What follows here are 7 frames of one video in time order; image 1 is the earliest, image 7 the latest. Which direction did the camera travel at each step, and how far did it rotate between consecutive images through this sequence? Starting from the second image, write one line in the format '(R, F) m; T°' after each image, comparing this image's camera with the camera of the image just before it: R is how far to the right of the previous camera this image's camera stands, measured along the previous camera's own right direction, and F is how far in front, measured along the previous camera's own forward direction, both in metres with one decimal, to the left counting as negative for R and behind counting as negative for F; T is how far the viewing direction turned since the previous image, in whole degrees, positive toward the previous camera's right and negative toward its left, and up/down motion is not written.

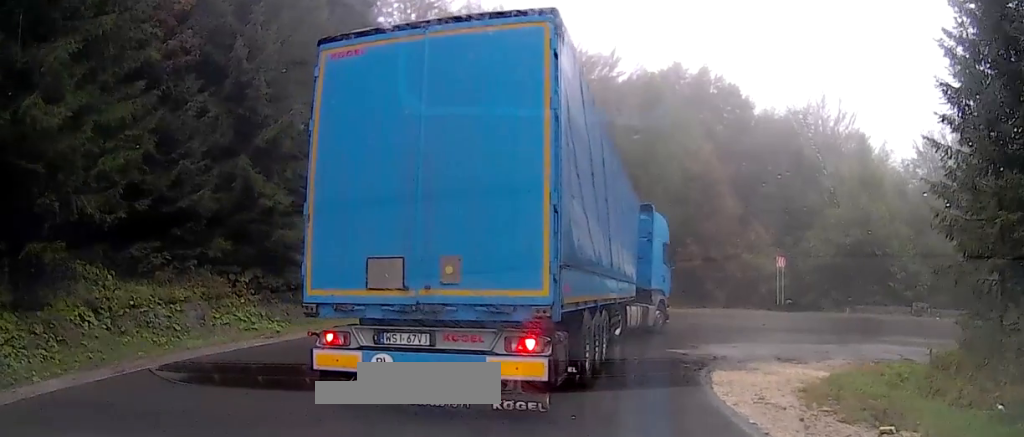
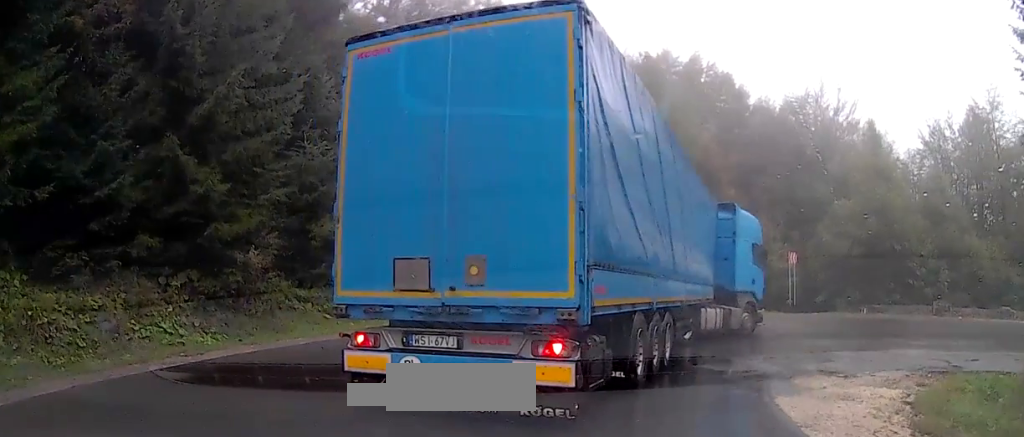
(+0.5, +3.0) m; +11°
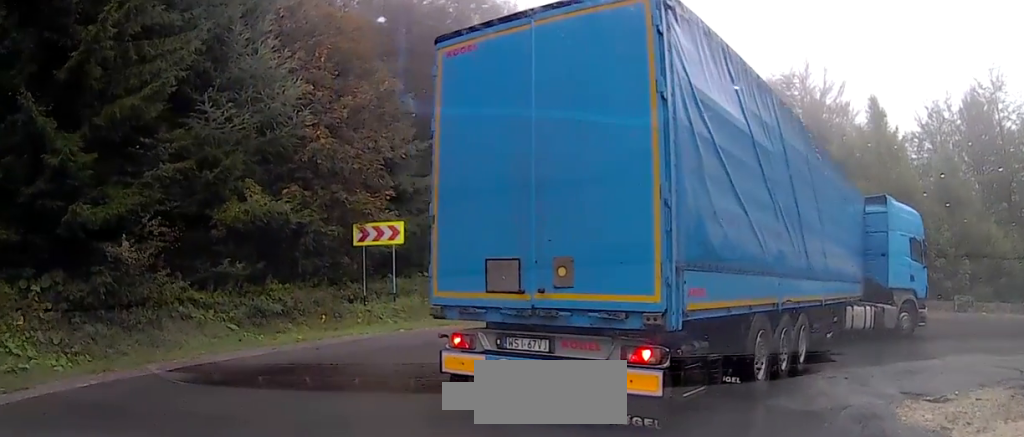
(+0.4, +4.7) m; +10°
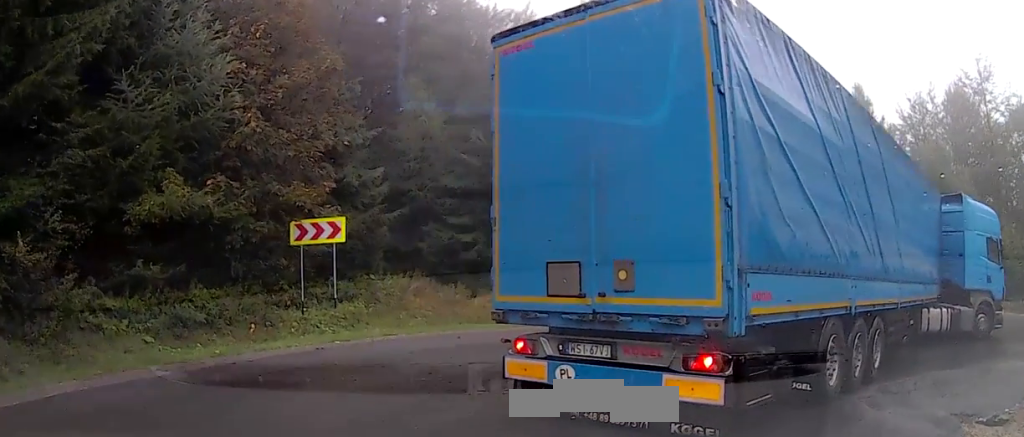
(+0.2, +2.8) m; +10°
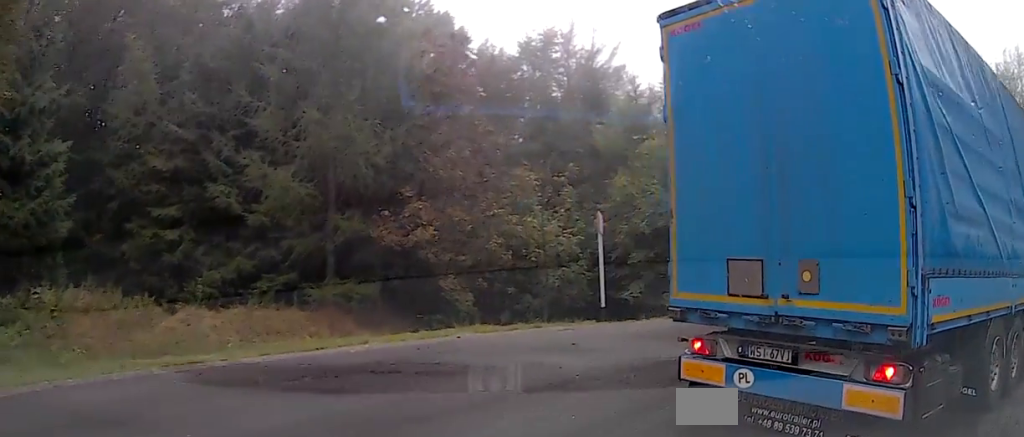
(+2.3, +7.7) m; +39°
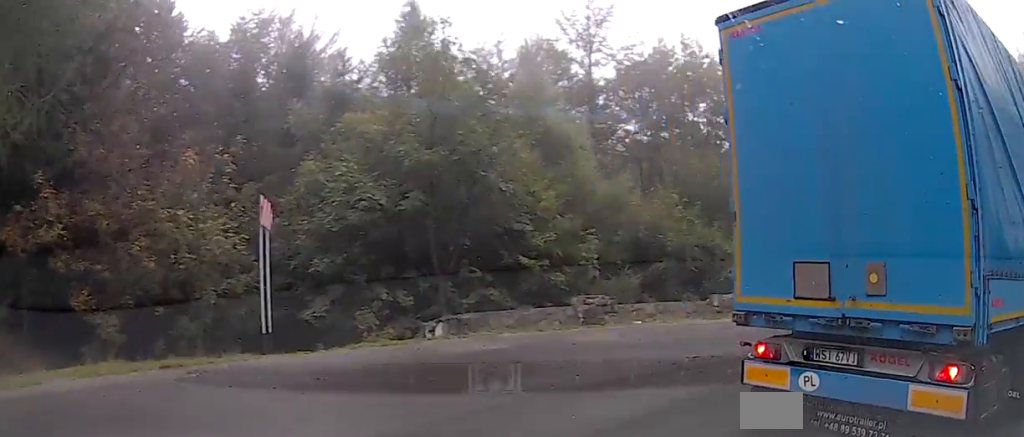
(+1.7, +4.7) m; +34°
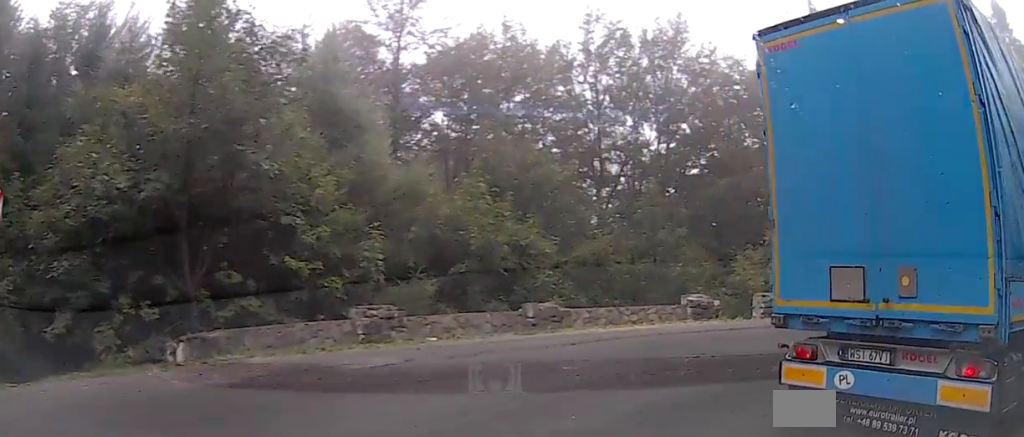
(+0.5, +3.4) m; +13°
